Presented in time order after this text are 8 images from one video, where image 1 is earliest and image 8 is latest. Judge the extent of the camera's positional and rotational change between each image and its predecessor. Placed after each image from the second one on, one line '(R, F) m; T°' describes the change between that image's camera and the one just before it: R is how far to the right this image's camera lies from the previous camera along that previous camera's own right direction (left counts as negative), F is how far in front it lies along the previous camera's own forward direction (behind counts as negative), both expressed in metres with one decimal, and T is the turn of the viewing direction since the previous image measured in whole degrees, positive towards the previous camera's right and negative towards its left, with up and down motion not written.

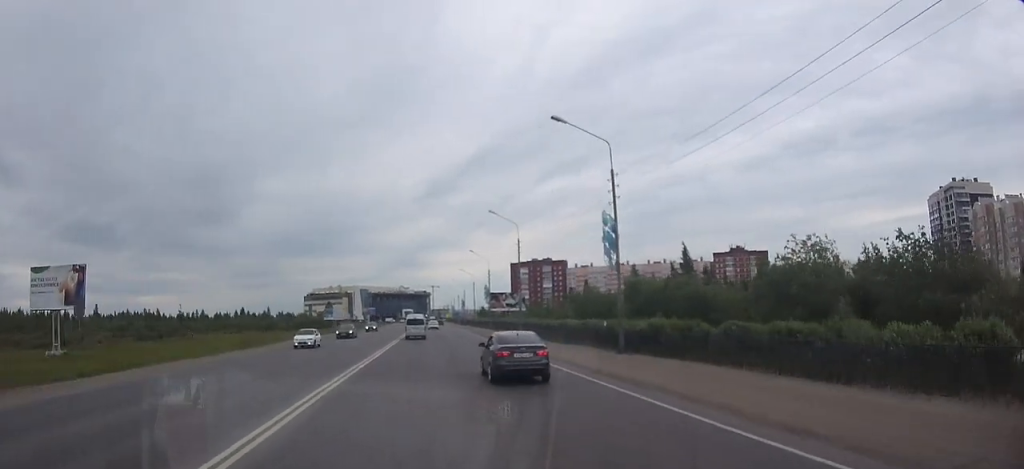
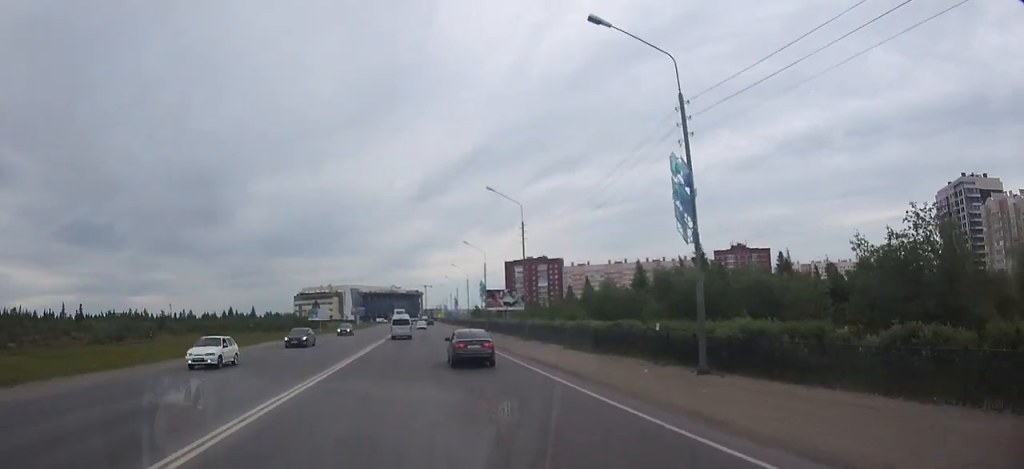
(+0.1, +10.3) m; 0°
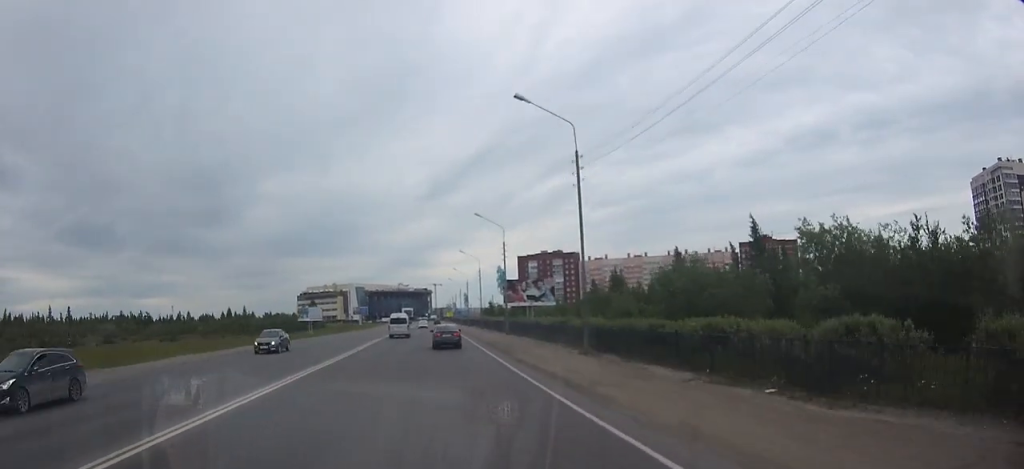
(0.0, +22.6) m; -1°
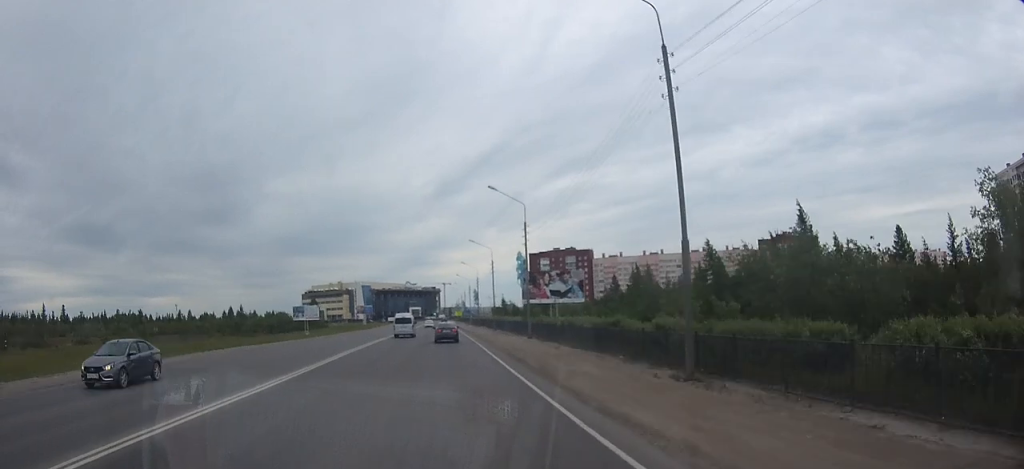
(-0.1, +13.2) m; -1°
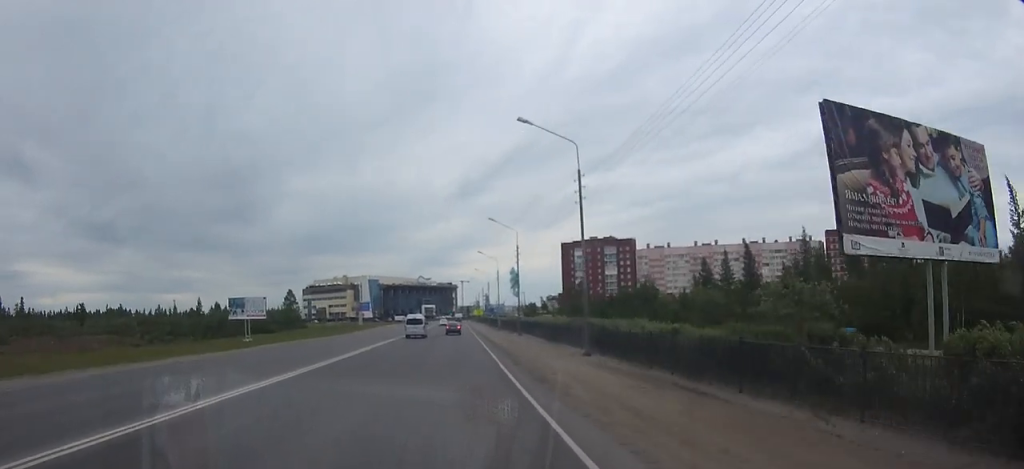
(-0.8, +45.7) m; -2°
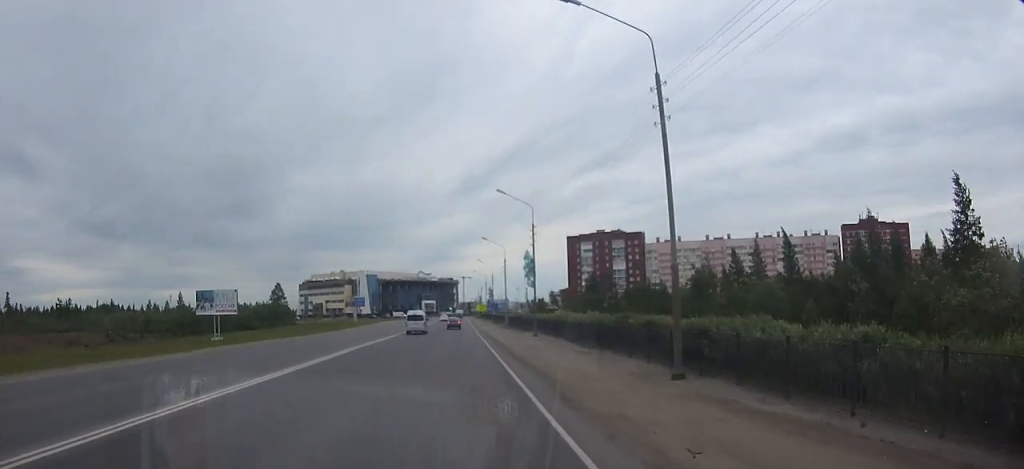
(0.0, +9.3) m; 0°
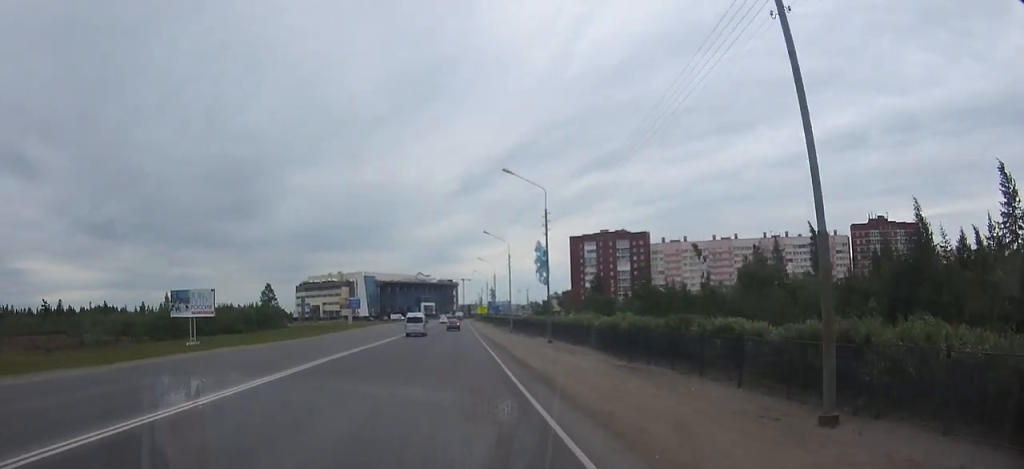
(0.0, +5.5) m; 0°
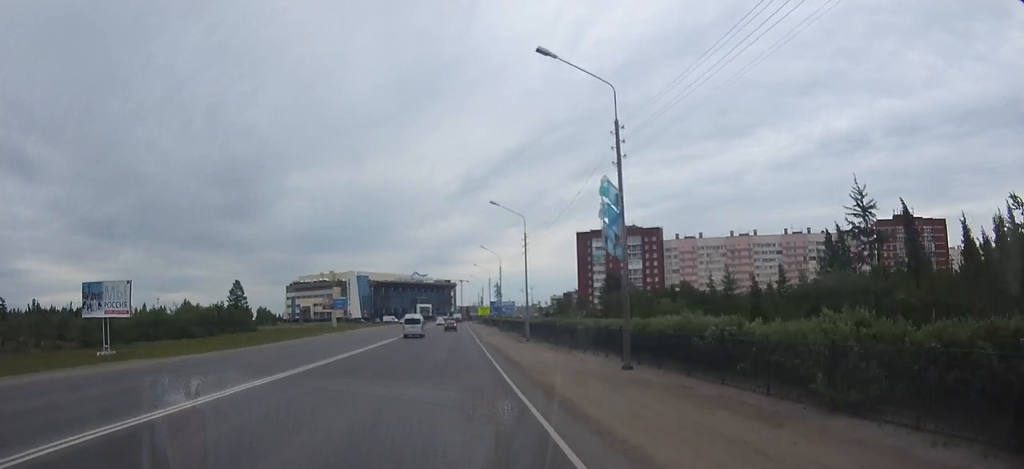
(0.0, +14.9) m; 0°
